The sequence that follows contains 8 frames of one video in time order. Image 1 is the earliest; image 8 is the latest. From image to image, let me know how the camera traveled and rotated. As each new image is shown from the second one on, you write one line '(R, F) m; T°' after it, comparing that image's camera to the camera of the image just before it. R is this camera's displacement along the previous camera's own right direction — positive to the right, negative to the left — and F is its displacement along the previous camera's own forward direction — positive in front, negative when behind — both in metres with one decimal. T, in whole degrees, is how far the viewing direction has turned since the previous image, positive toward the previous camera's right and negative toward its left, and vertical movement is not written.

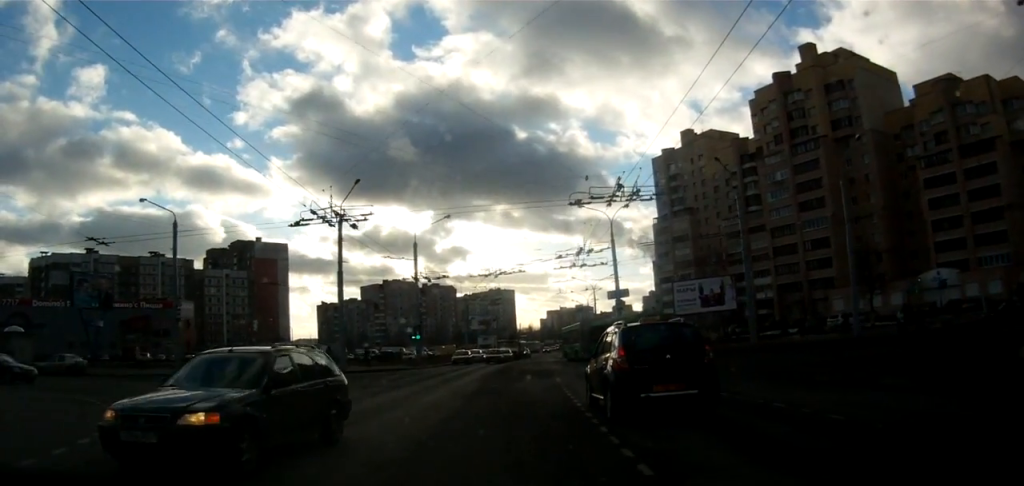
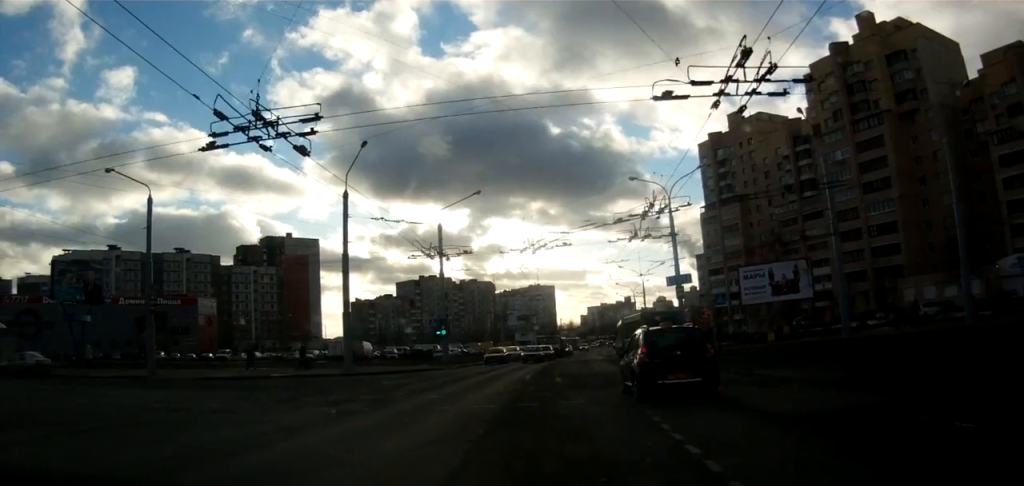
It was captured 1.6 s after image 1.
(0.0, +7.0) m; -5°
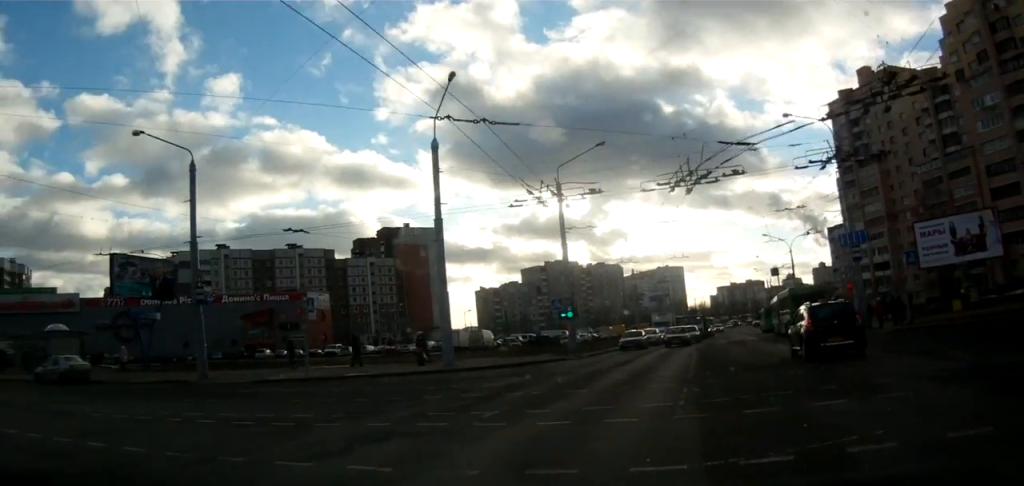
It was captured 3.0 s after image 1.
(-0.5, +7.9) m; -9°
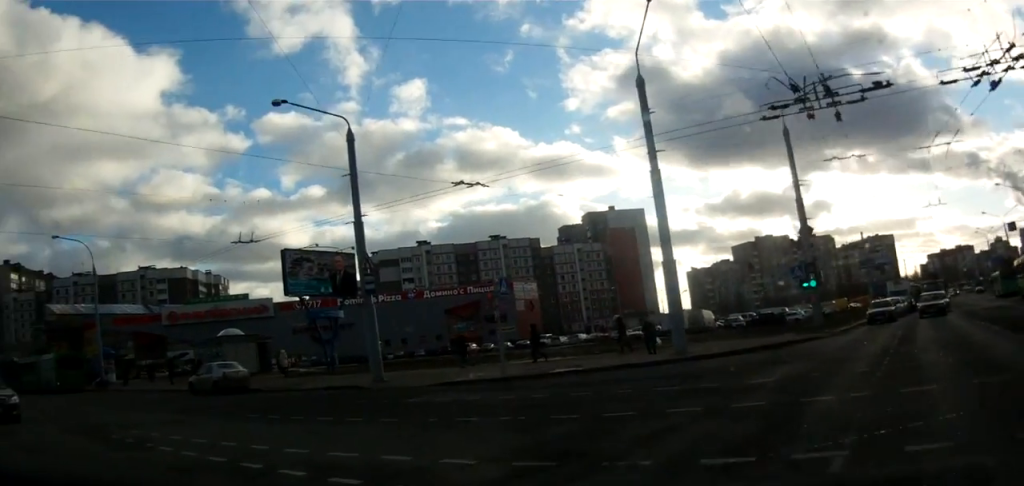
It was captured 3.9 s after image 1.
(-0.1, +5.1) m; -14°
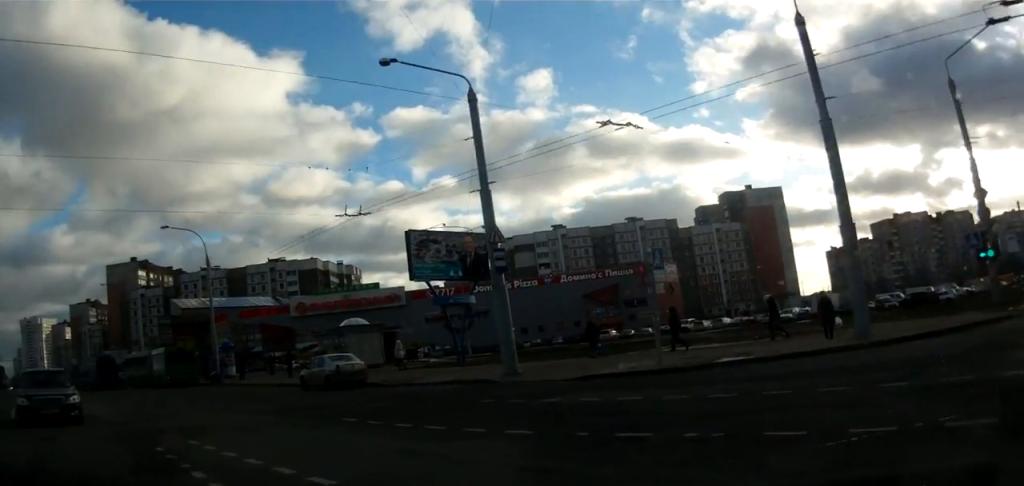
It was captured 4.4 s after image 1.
(-0.7, +3.5) m; -11°
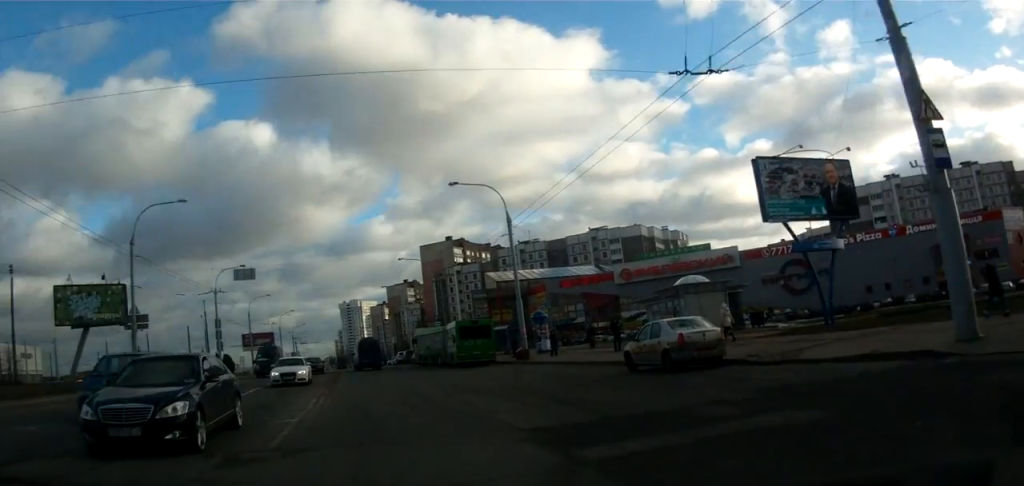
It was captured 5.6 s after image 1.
(-1.9, +8.6) m; -26°
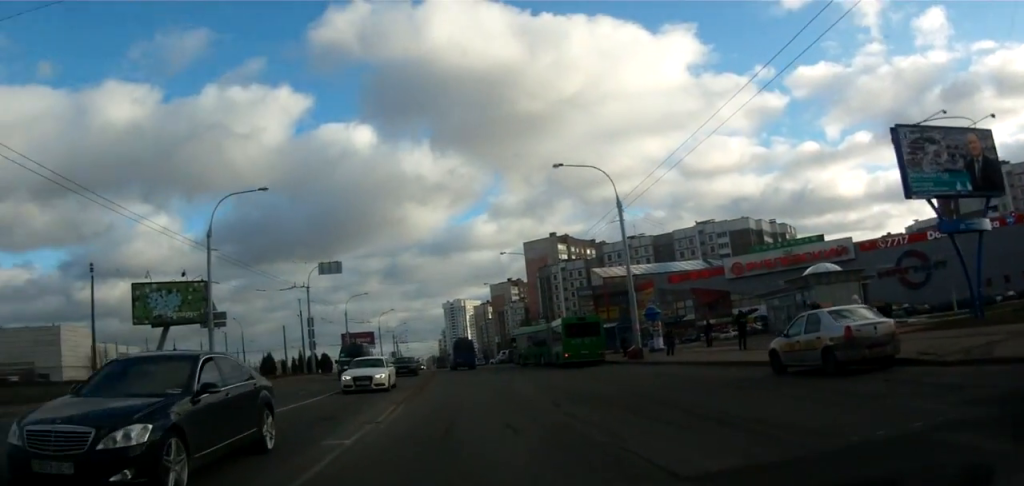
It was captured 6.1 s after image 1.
(-0.2, +3.2) m; -8°
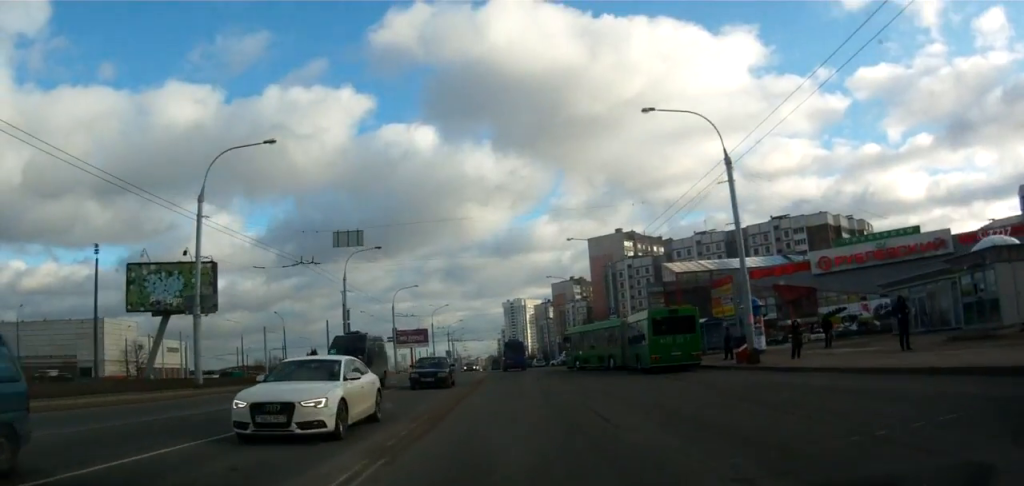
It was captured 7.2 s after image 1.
(-1.4, +8.4) m; -13°
